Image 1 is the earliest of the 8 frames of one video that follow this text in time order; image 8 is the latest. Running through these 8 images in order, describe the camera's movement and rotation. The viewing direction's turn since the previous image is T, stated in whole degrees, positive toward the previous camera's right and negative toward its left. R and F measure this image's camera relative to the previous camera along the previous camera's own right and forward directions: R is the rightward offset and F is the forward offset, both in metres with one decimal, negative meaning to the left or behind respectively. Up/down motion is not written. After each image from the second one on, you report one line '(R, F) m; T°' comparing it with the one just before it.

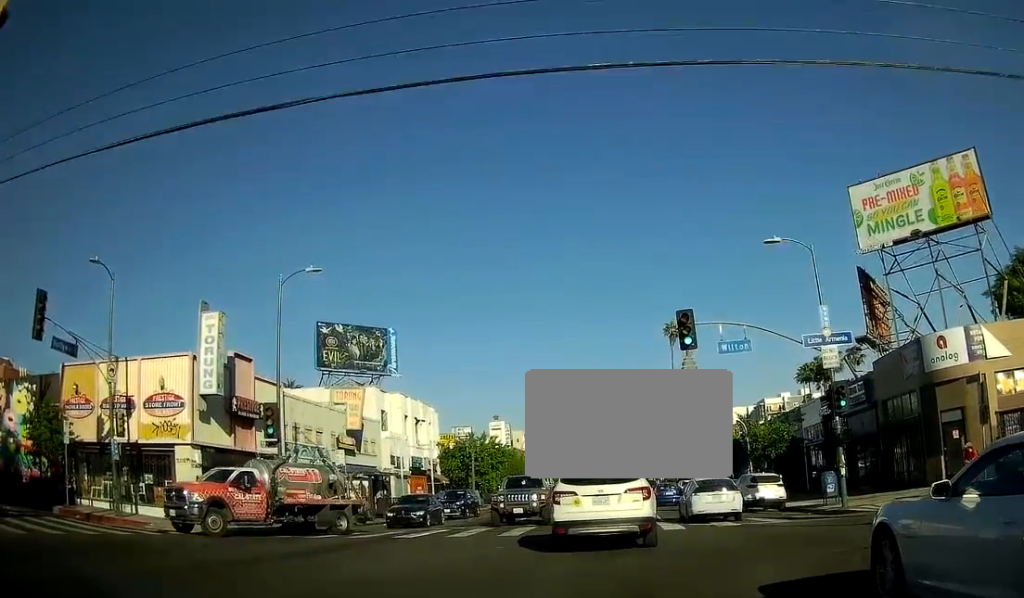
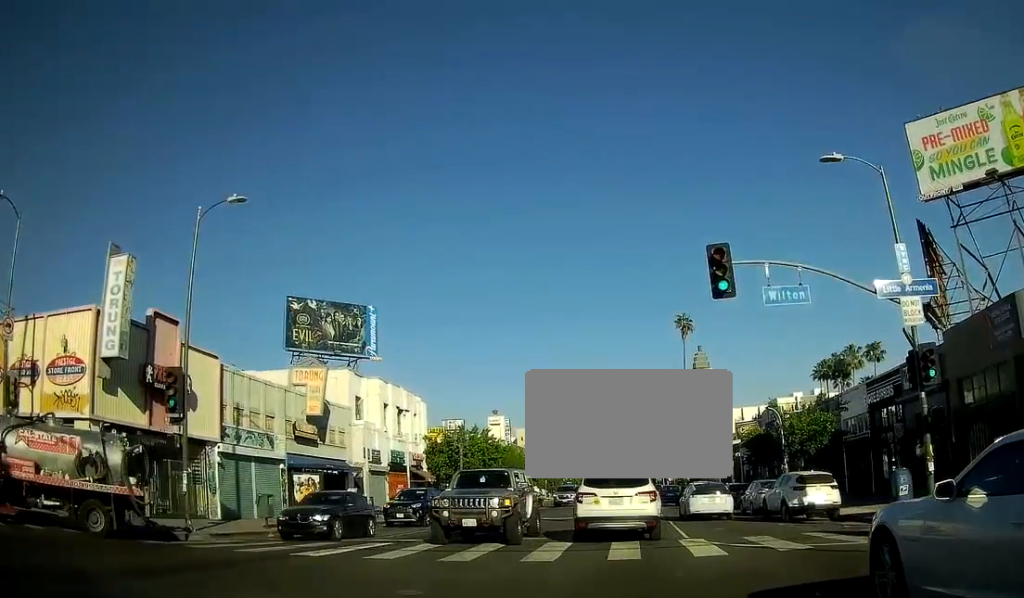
(0.0, +7.5) m; 0°
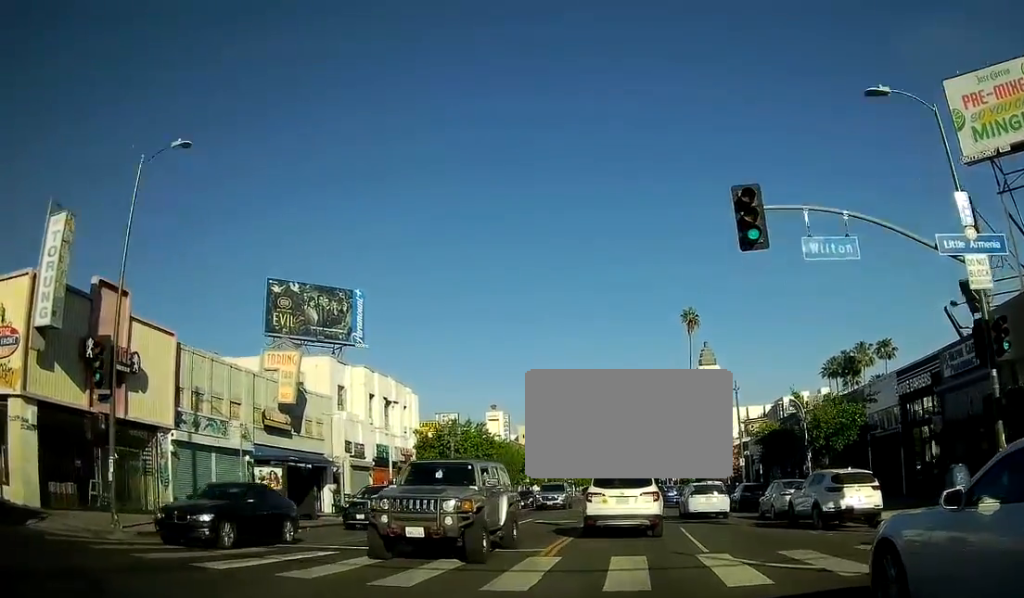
(+0.1, +4.3) m; +1°
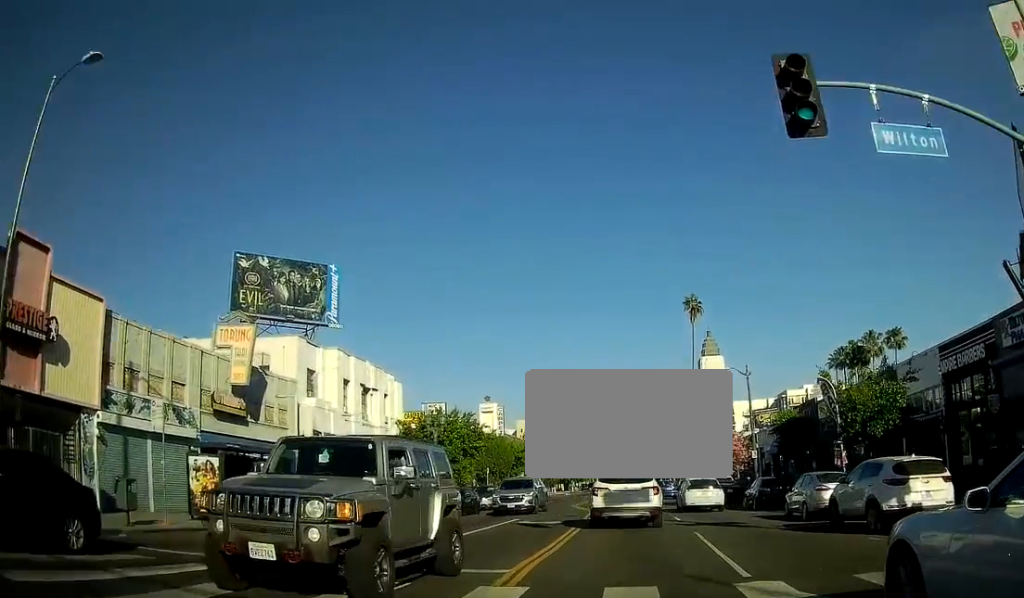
(0.0, +4.7) m; +1°
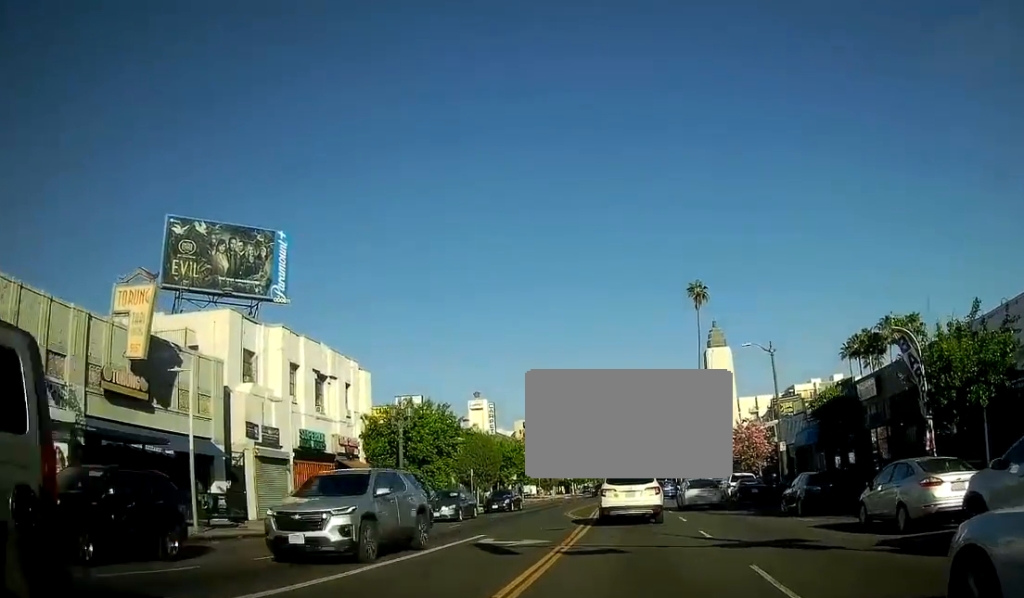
(+0.2, +8.1) m; -1°
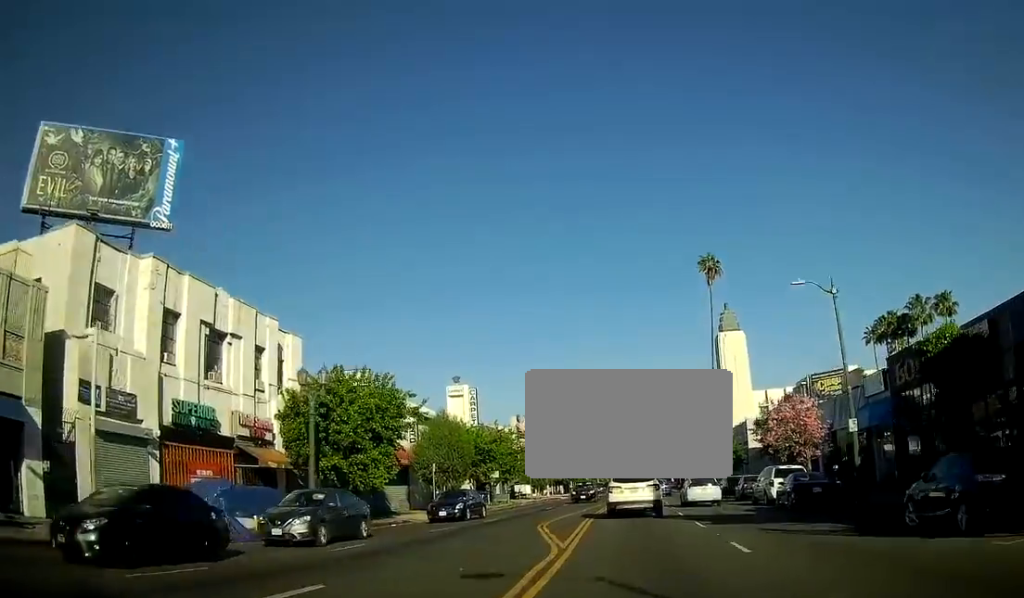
(-0.4, +12.1) m; -1°
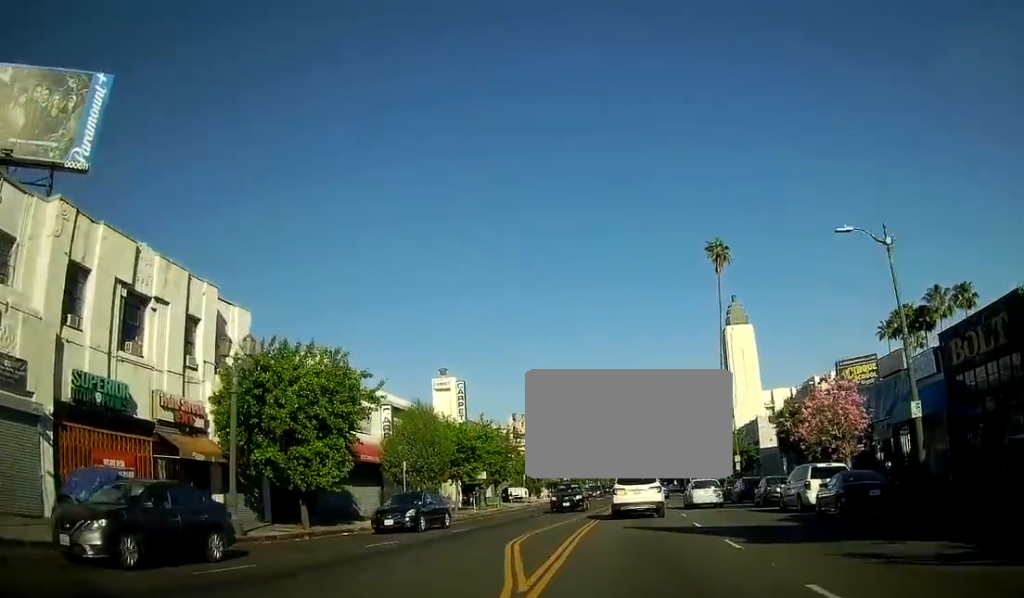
(+0.2, +6.3) m; 0°
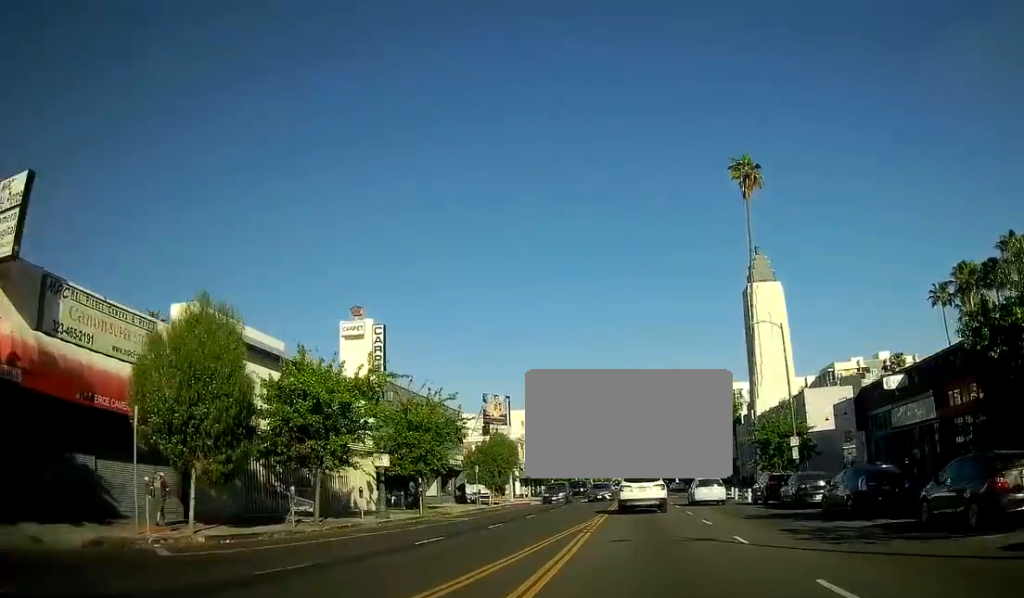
(+0.2, +21.8) m; +1°
